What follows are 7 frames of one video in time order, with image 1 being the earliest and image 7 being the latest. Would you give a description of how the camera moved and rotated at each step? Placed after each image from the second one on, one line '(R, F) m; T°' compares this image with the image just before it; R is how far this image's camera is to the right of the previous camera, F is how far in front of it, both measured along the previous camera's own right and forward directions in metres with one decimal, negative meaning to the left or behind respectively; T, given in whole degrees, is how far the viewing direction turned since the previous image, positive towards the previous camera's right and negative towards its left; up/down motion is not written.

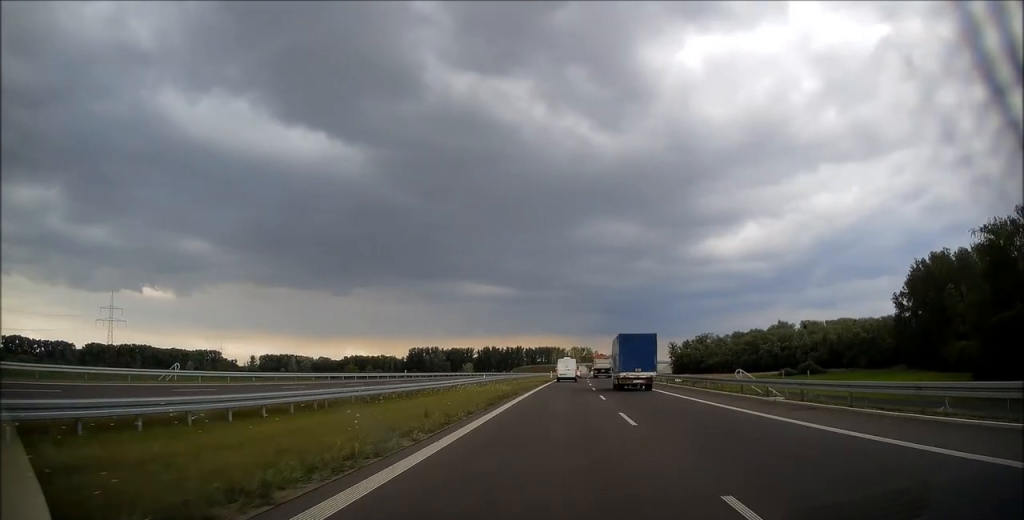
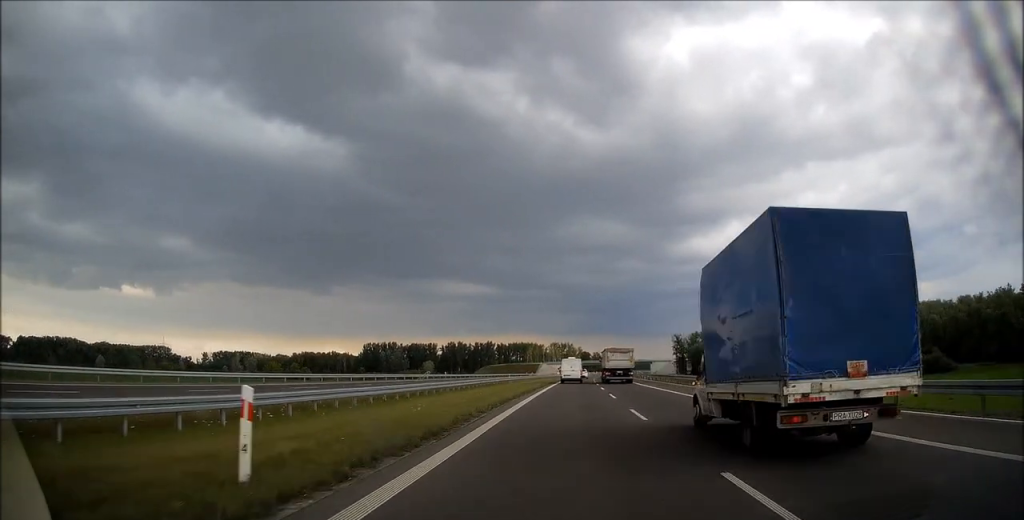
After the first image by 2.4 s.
(+1.7, +82.2) m; +2°
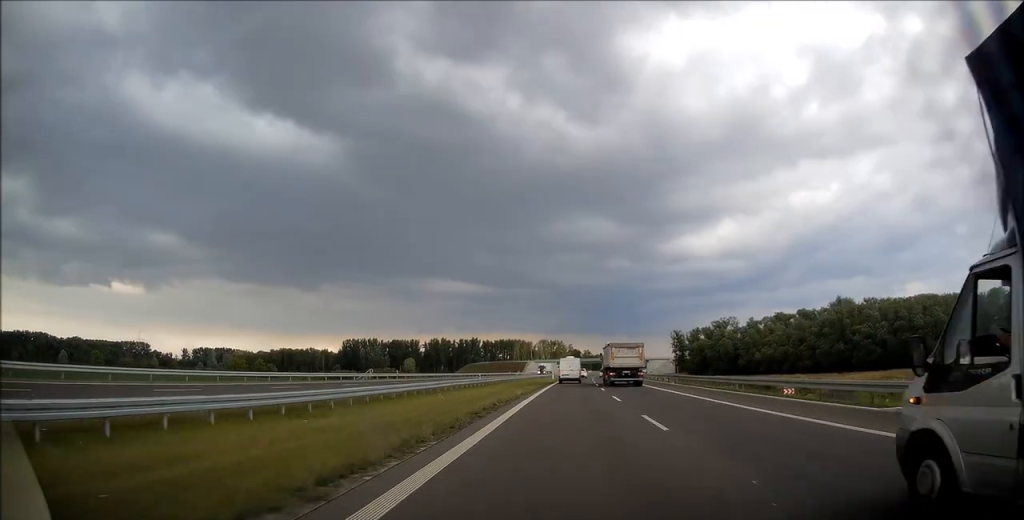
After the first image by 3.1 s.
(+0.2, +26.5) m; +1°
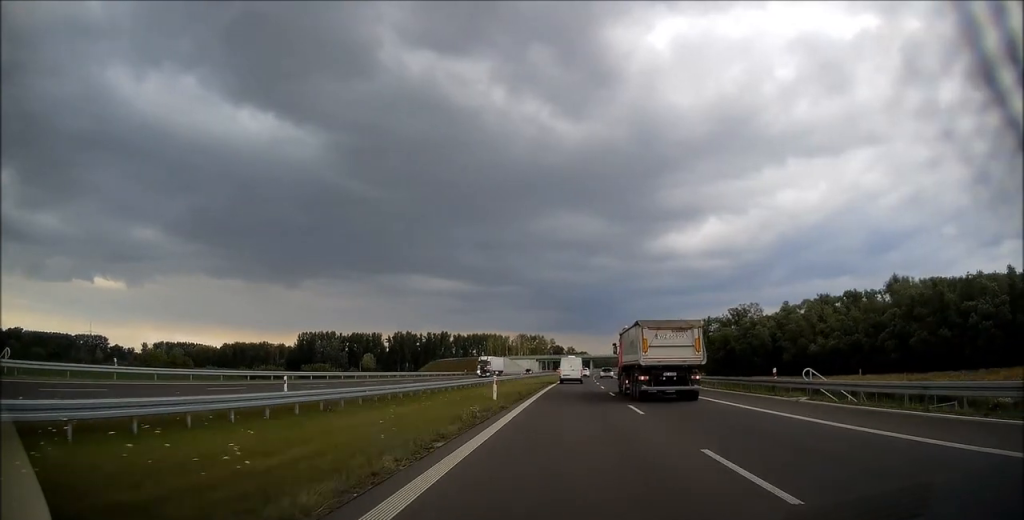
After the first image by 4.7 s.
(+1.0, +55.1) m; +2°
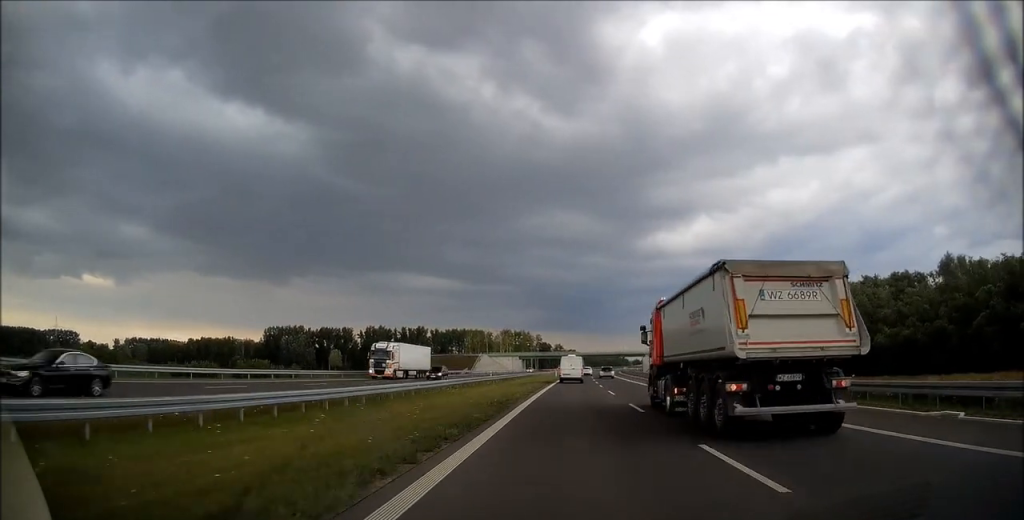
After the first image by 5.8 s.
(+0.3, +35.4) m; +1°
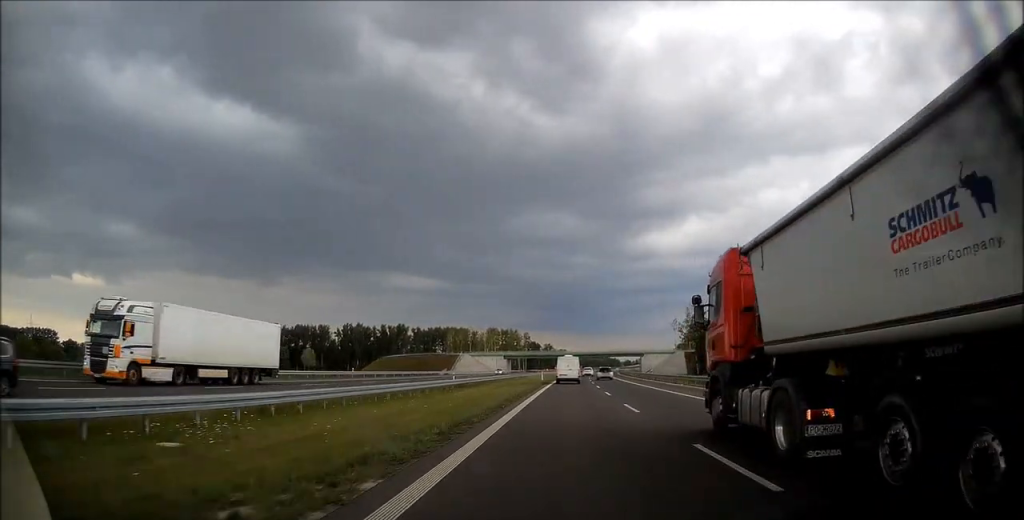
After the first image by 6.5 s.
(0.0, +24.0) m; +1°
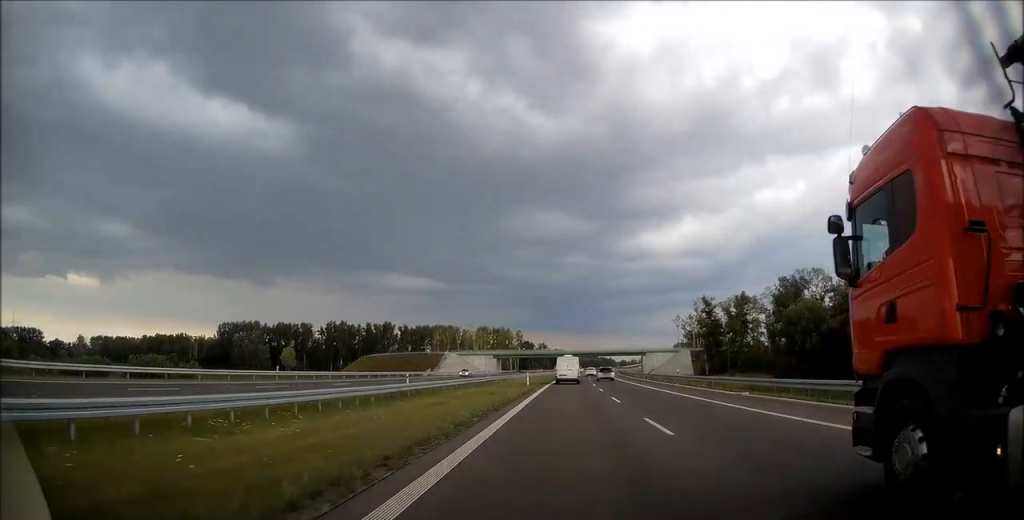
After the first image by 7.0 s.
(+0.2, +18.2) m; +1°
